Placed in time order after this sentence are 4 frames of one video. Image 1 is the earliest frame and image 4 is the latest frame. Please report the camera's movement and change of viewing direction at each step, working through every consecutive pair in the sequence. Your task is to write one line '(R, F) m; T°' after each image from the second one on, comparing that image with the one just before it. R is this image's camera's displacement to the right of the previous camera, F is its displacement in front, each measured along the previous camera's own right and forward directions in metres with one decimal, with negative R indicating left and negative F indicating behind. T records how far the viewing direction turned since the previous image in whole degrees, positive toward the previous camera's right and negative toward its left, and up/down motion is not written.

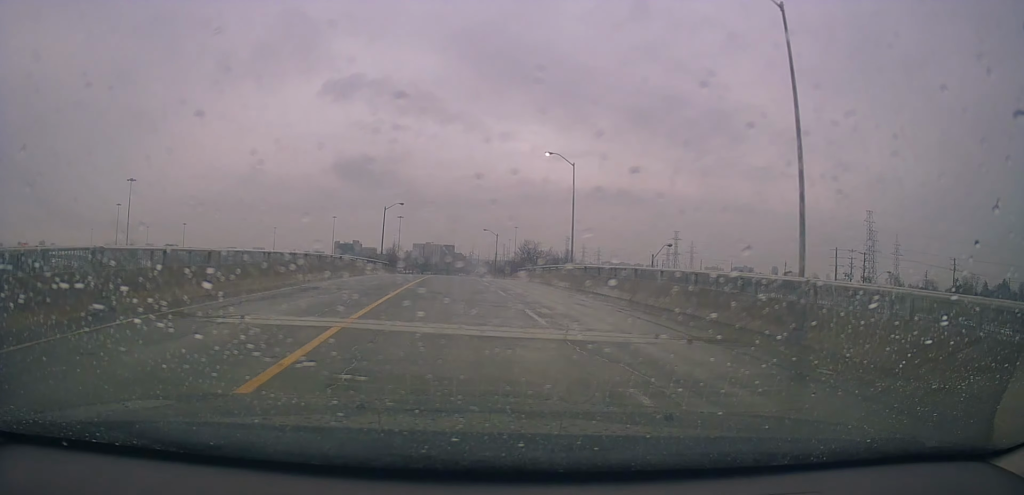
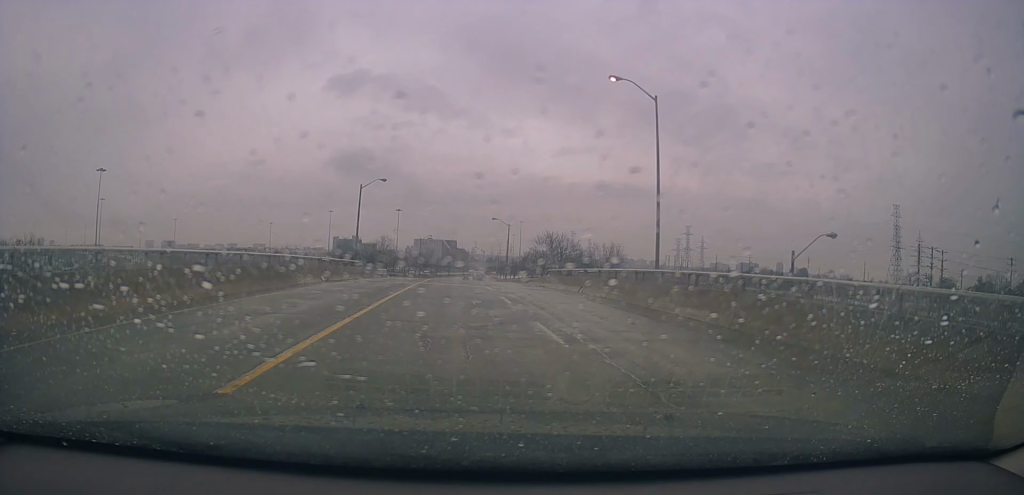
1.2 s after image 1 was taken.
(-0.1, +21.5) m; +1°
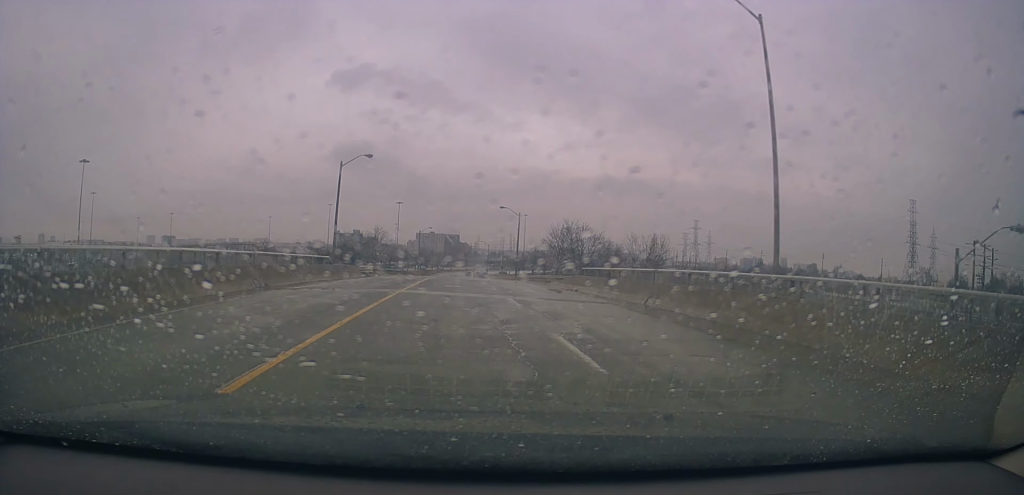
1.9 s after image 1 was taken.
(+0.2, +11.3) m; +1°
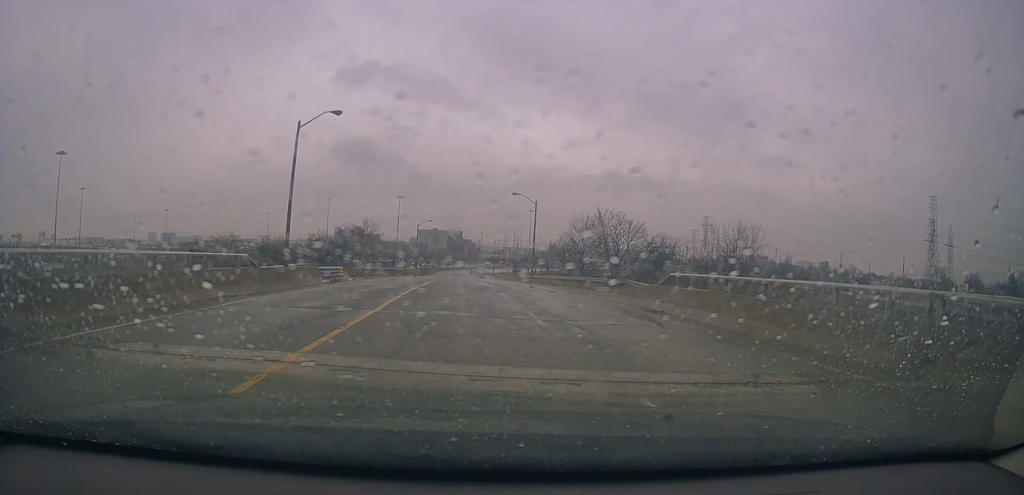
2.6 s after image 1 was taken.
(+0.2, +13.3) m; 0°
